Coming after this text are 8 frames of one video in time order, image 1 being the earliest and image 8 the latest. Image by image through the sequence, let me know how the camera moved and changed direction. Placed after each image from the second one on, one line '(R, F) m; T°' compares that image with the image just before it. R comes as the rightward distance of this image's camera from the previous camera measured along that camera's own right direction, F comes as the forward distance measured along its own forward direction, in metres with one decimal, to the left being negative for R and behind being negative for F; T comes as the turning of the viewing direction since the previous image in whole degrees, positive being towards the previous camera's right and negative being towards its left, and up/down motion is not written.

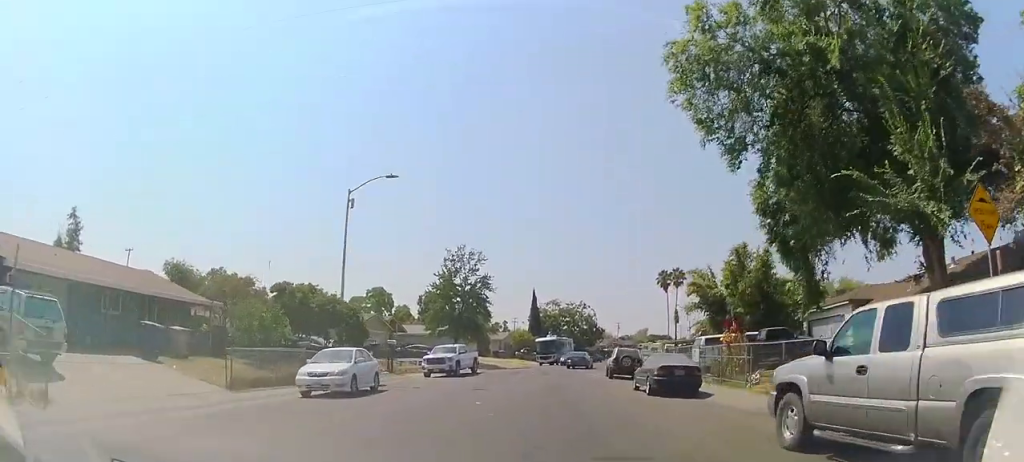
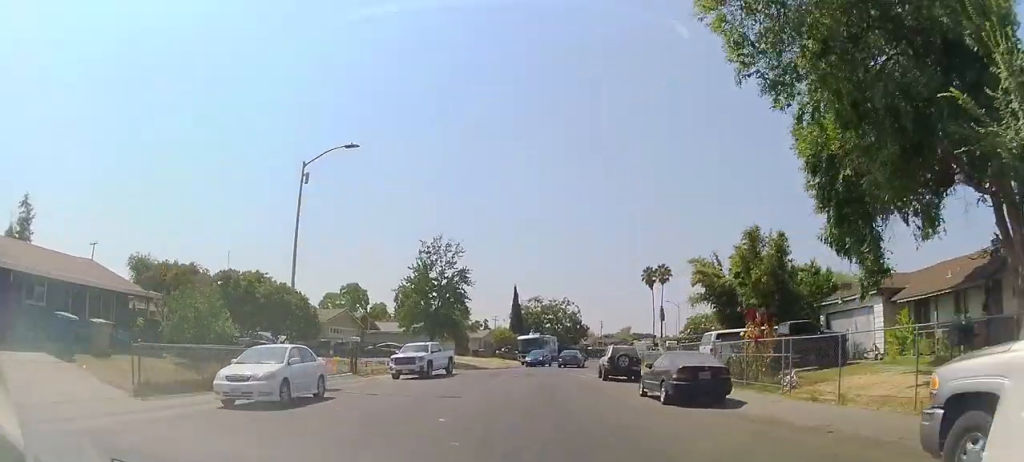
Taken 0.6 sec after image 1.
(-0.1, +3.8) m; +1°
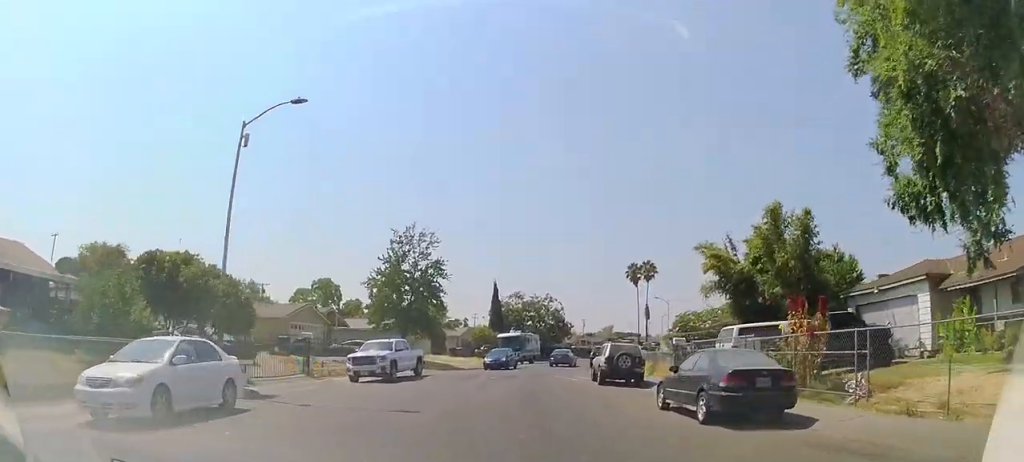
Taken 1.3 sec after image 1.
(+0.3, +4.1) m; +3°
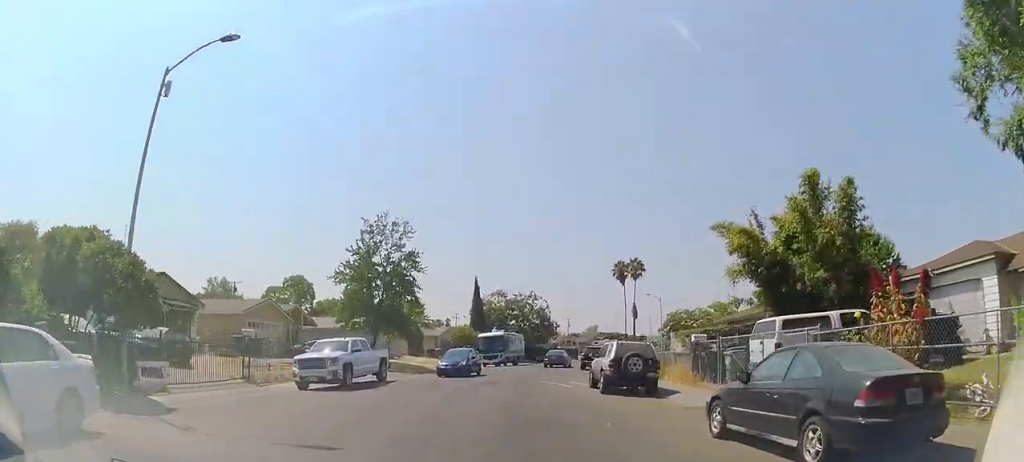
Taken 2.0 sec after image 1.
(+0.1, +4.2) m; 0°
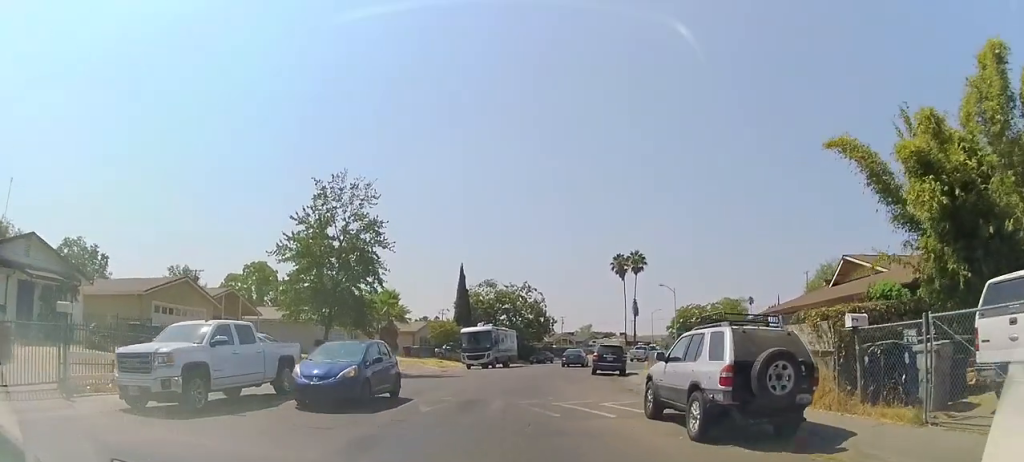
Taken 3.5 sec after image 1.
(-0.1, +9.2) m; -1°
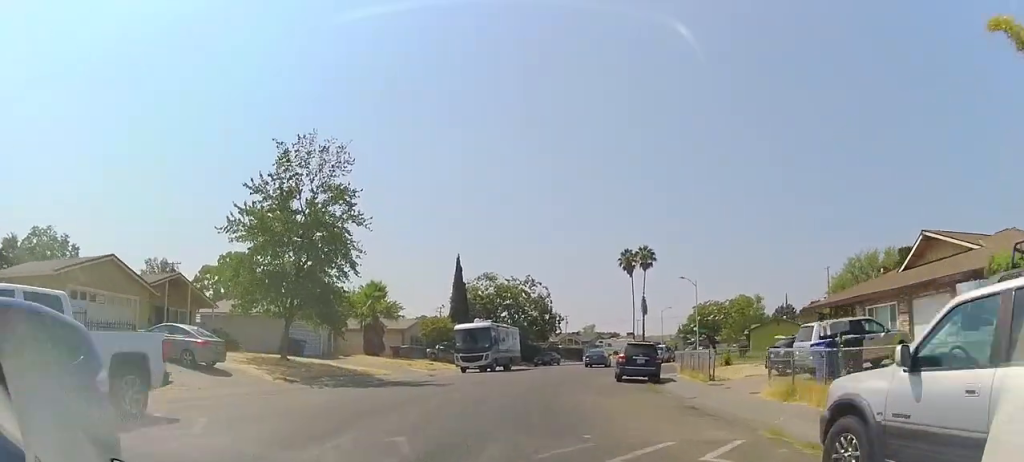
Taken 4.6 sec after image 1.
(0.0, +6.3) m; 0°
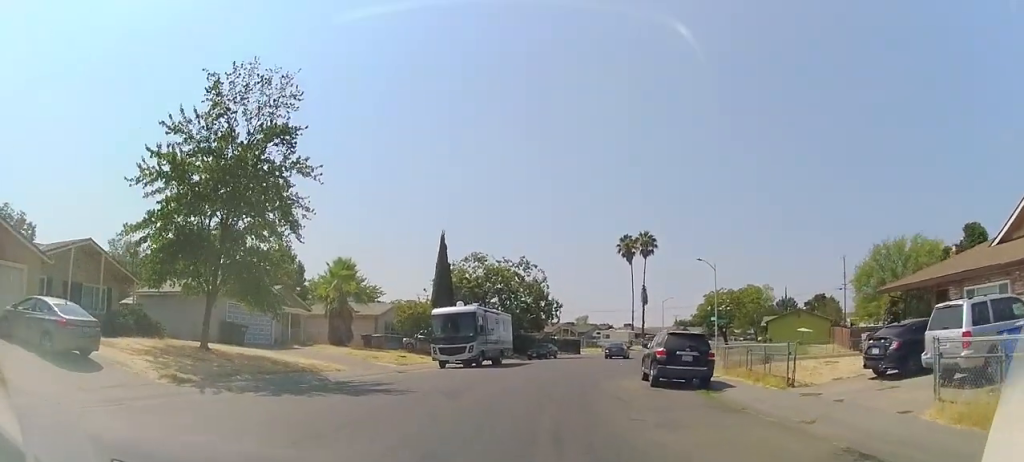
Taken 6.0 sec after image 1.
(0.0, +7.8) m; 0°
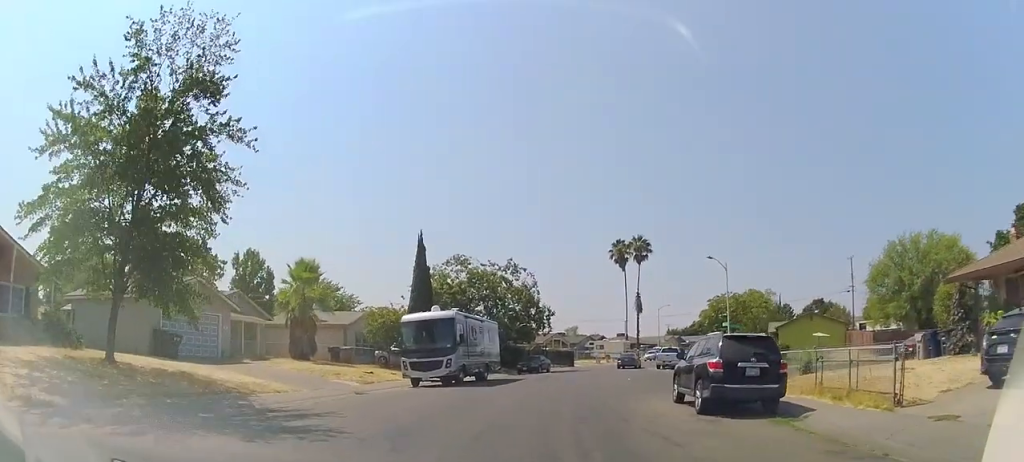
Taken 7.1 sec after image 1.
(0.0, +5.2) m; 0°
